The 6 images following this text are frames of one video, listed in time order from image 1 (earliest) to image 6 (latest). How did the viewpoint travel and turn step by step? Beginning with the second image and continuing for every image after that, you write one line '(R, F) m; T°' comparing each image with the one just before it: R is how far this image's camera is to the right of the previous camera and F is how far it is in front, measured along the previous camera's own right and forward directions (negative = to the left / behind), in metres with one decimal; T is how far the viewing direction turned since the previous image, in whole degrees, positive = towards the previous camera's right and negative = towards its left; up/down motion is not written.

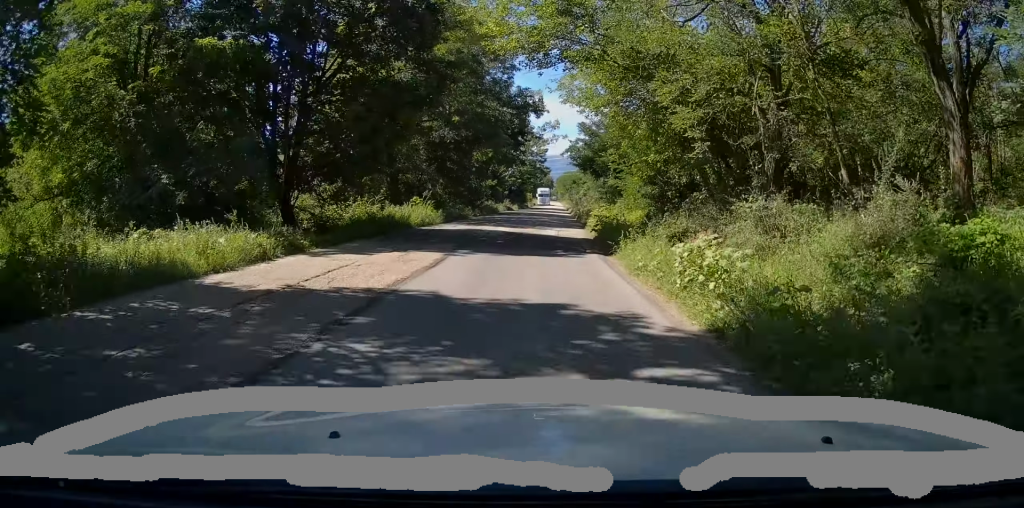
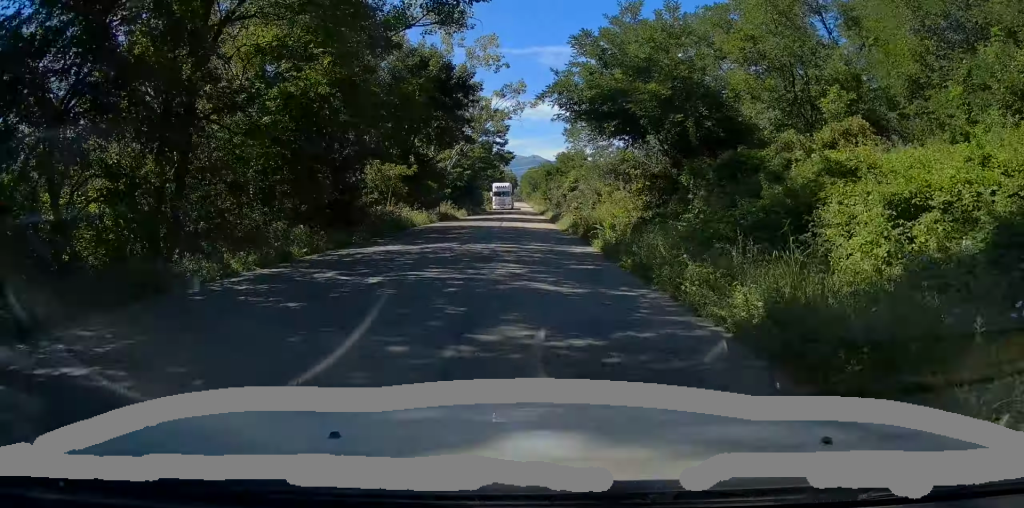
(+0.1, +27.4) m; +1°
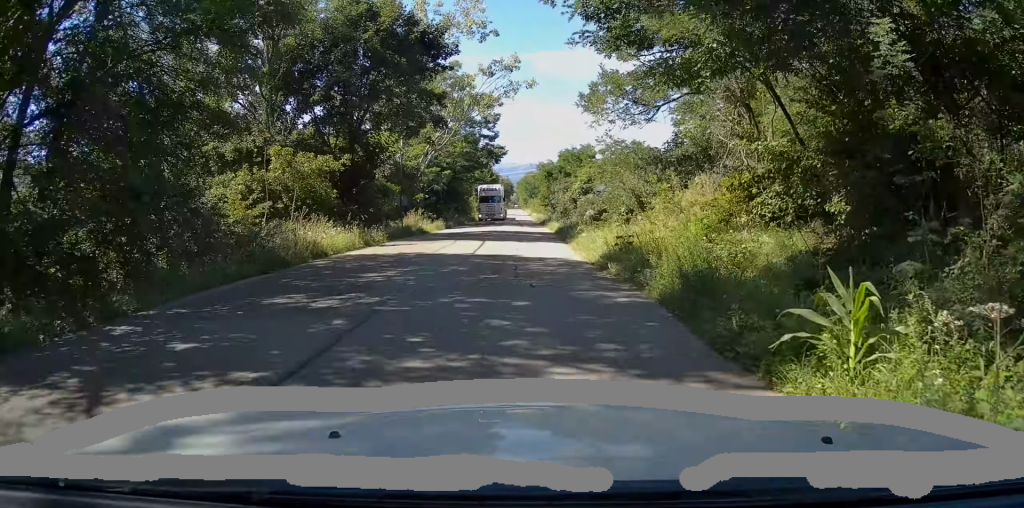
(+0.1, +12.0) m; +1°
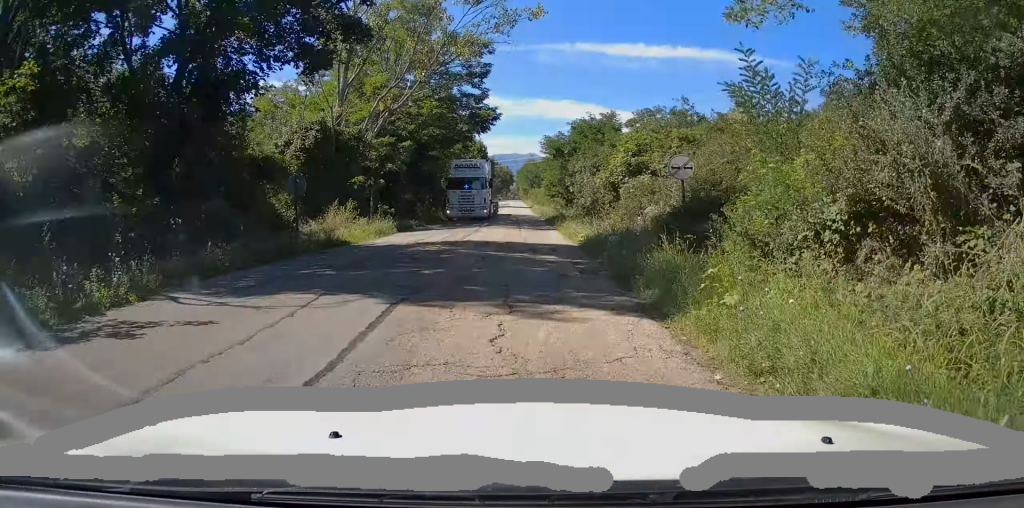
(+0.2, +14.7) m; +1°
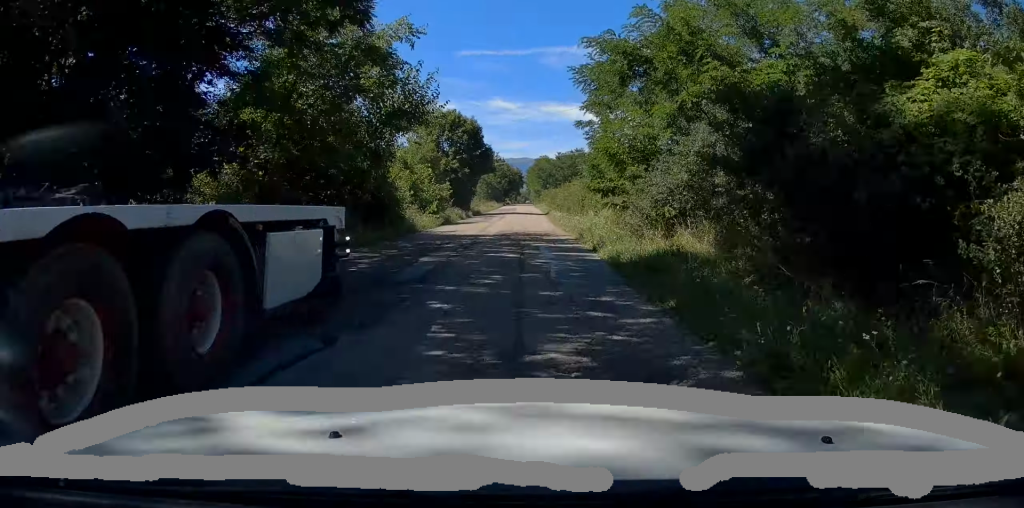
(0.0, +25.8) m; -1°
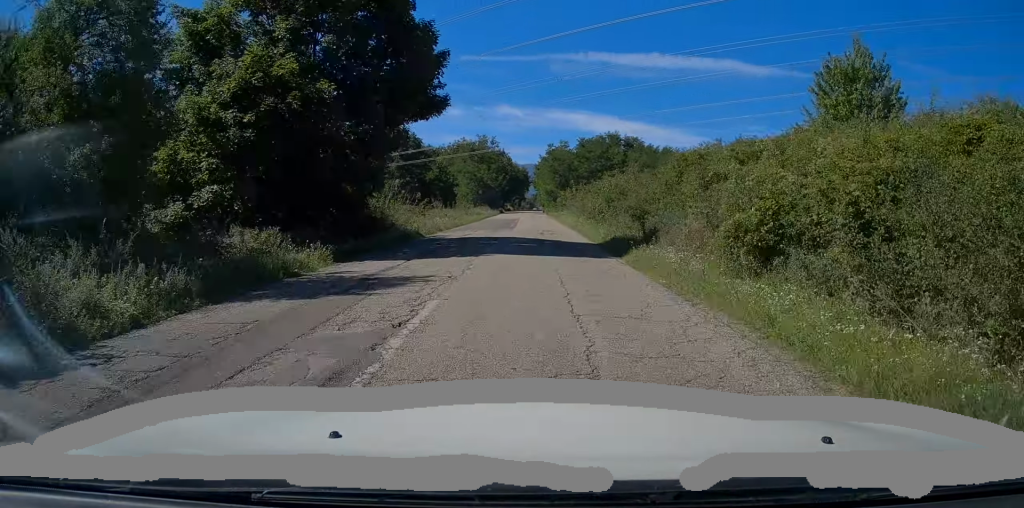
(-0.2, +40.9) m; -1°
